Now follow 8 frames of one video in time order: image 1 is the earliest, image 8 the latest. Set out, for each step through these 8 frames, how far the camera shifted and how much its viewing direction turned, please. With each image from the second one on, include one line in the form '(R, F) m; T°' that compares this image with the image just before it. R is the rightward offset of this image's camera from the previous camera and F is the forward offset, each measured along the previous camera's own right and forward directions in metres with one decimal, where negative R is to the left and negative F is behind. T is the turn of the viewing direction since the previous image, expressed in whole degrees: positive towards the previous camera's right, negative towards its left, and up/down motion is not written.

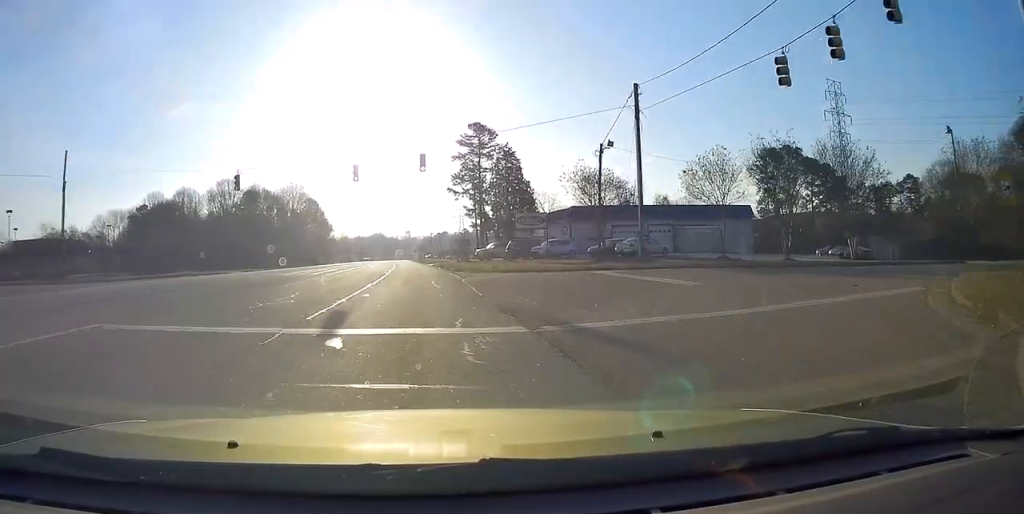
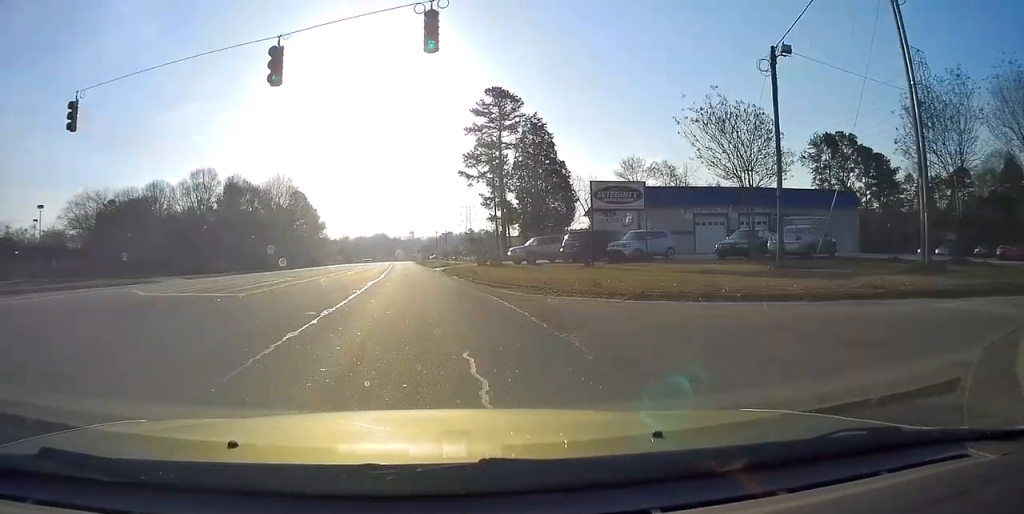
(-0.1, +19.7) m; 0°
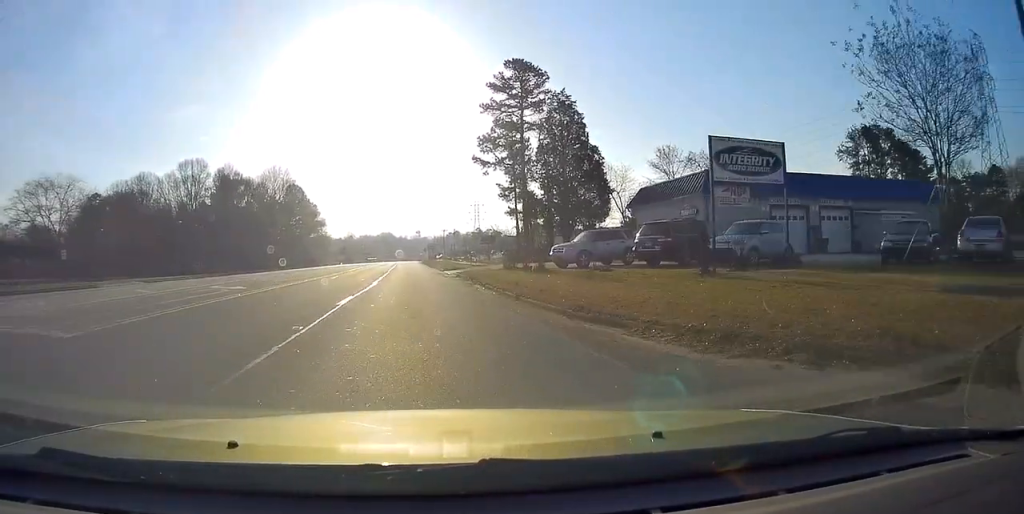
(+0.2, +10.4) m; 0°
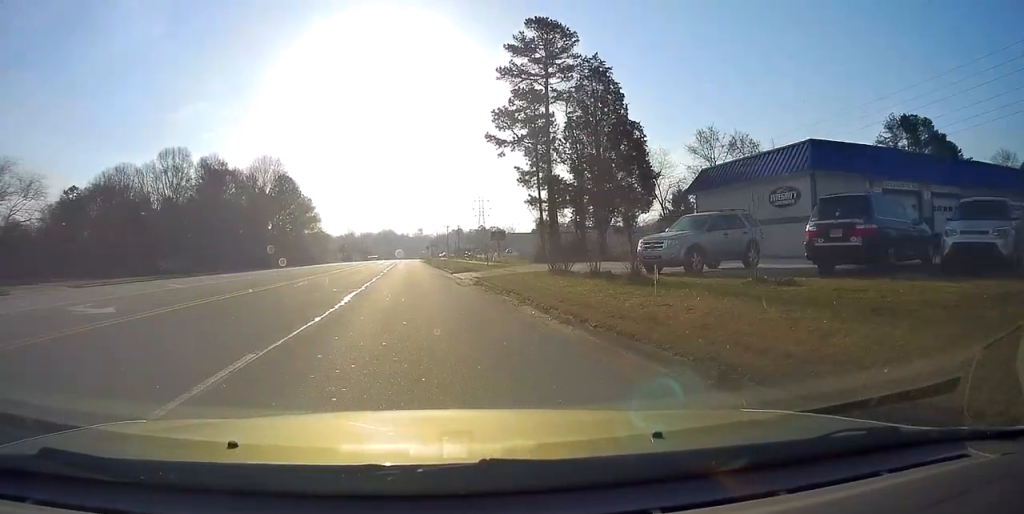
(-0.1, +10.7) m; 0°
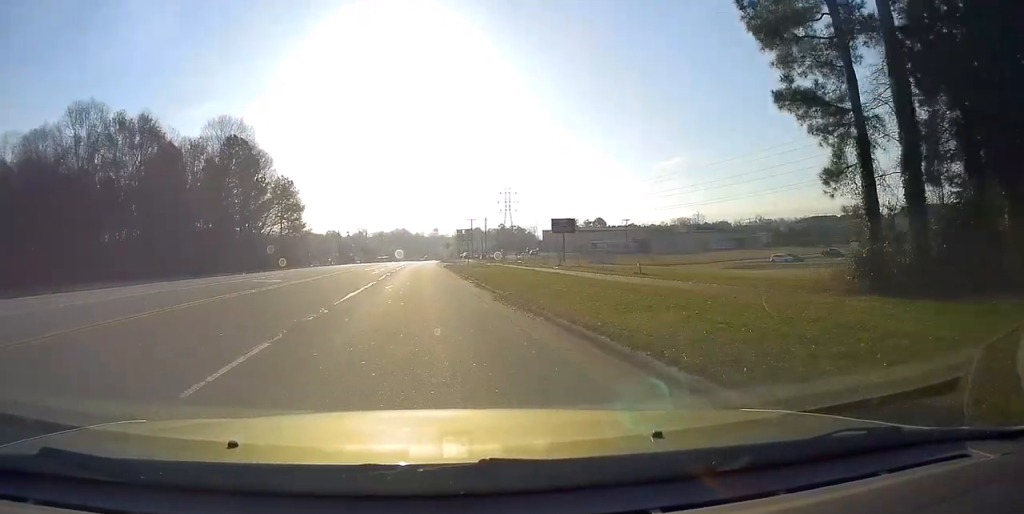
(-0.7, +36.5) m; -2°
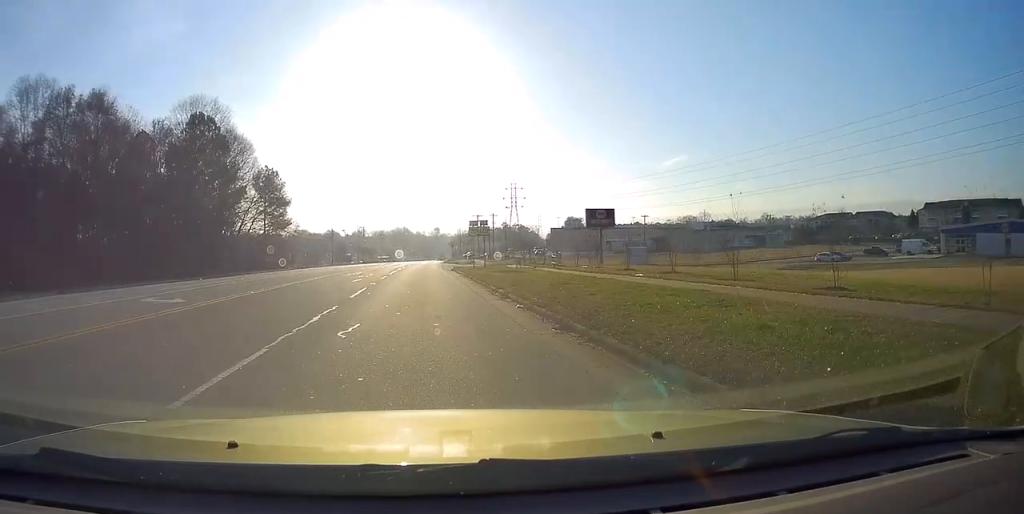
(-0.3, +12.5) m; +1°
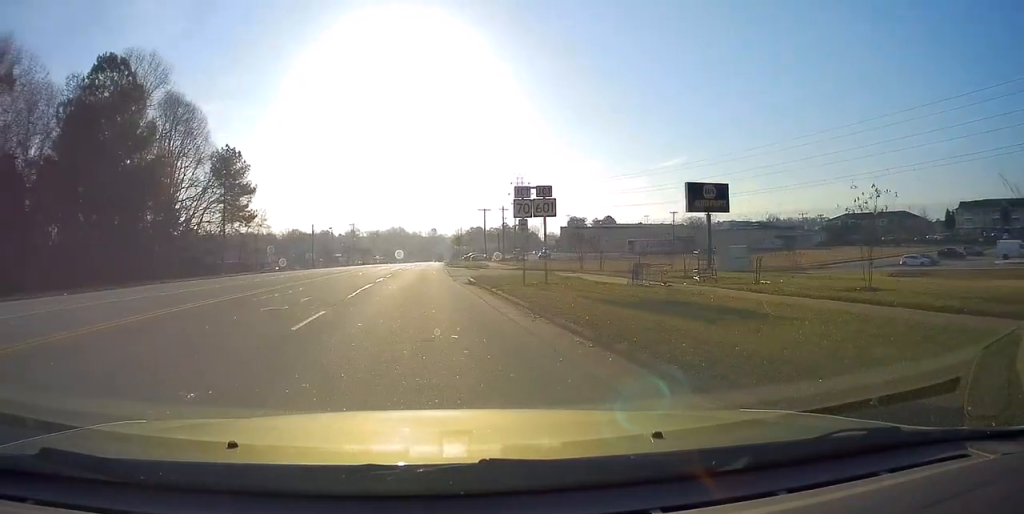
(+0.3, +19.7) m; 0°
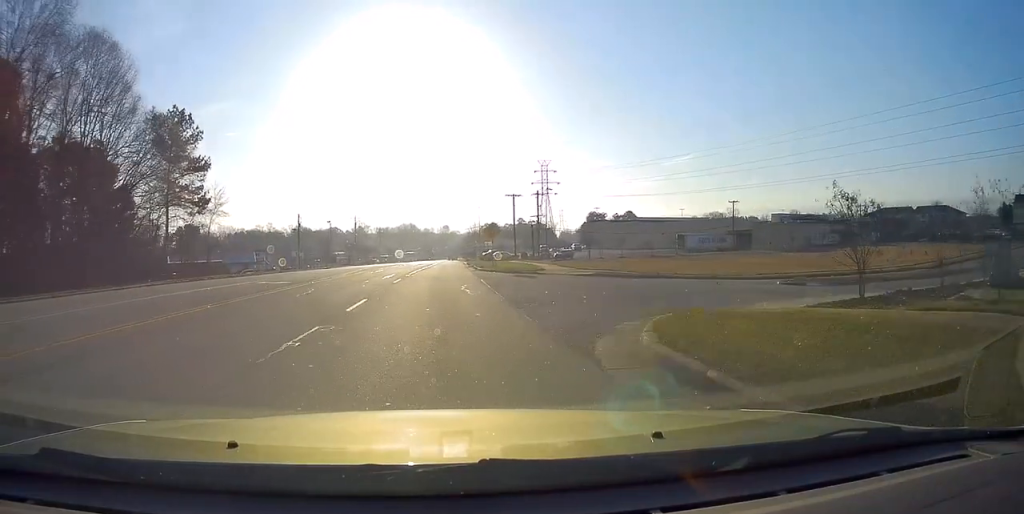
(-0.2, +21.7) m; -2°
